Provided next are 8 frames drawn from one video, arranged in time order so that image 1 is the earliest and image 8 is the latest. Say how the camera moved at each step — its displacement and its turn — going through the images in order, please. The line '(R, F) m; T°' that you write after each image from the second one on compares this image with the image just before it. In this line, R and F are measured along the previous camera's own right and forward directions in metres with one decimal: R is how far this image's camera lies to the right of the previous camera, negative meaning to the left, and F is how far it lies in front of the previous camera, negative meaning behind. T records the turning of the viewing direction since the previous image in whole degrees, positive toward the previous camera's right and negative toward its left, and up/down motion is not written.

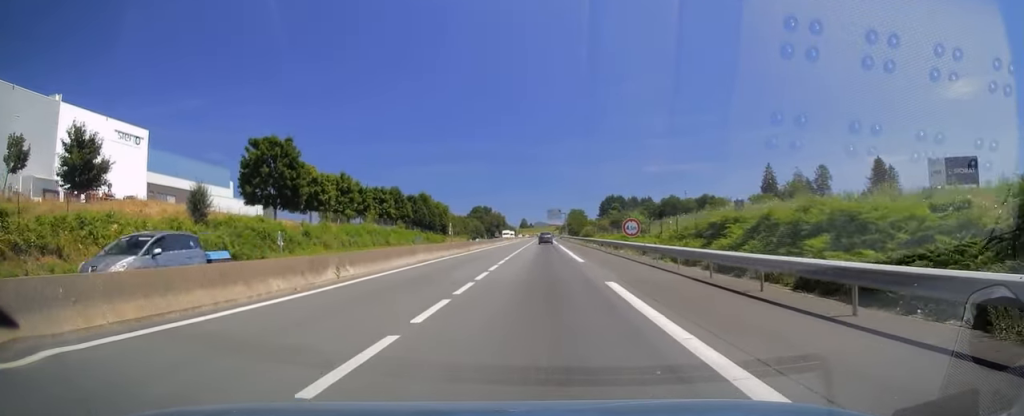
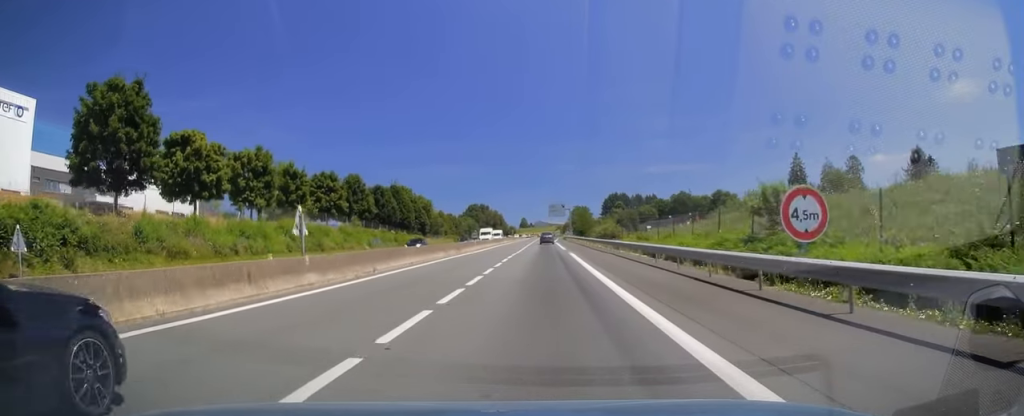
(+0.1, +27.9) m; +1°
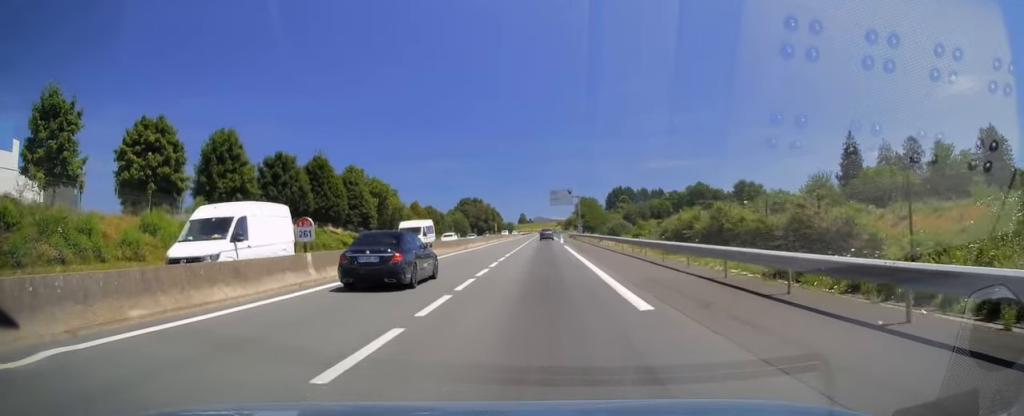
(0.0, +41.6) m; 0°
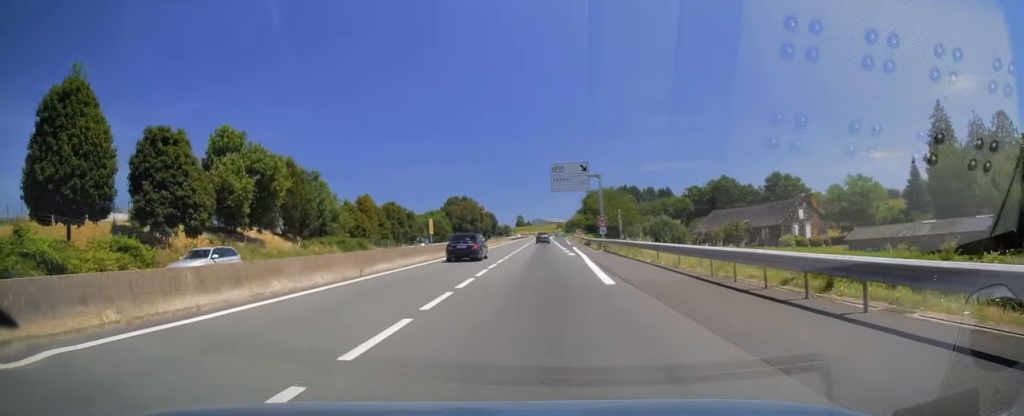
(-0.2, +47.1) m; 0°
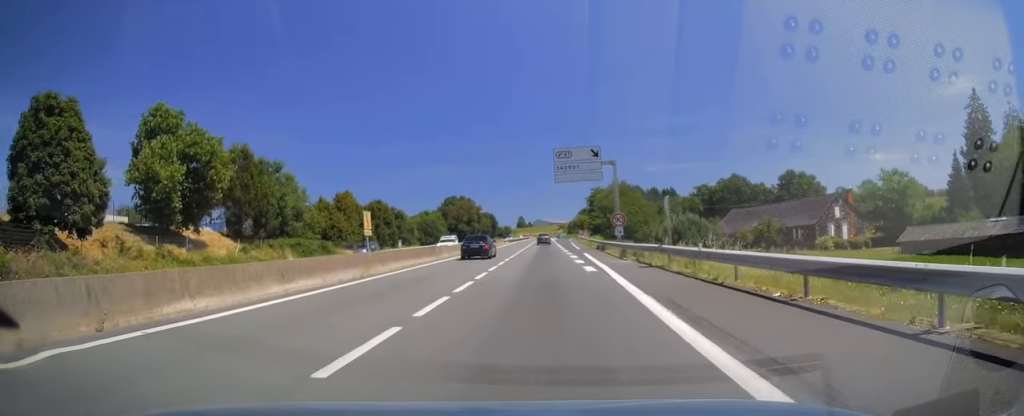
(0.0, +13.7) m; 0°
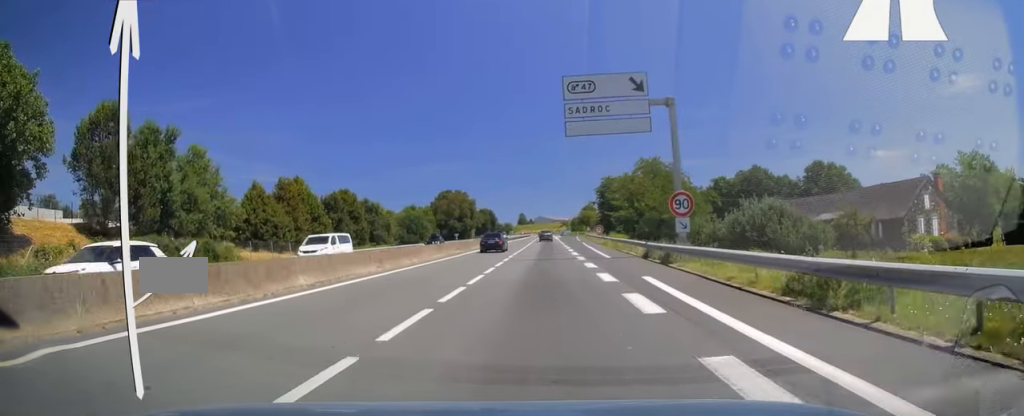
(0.0, +24.5) m; 0°
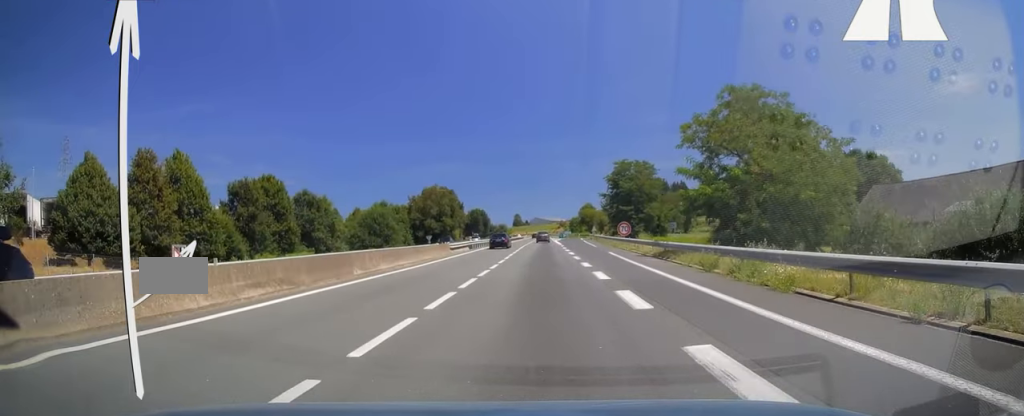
(0.0, +31.4) m; 0°
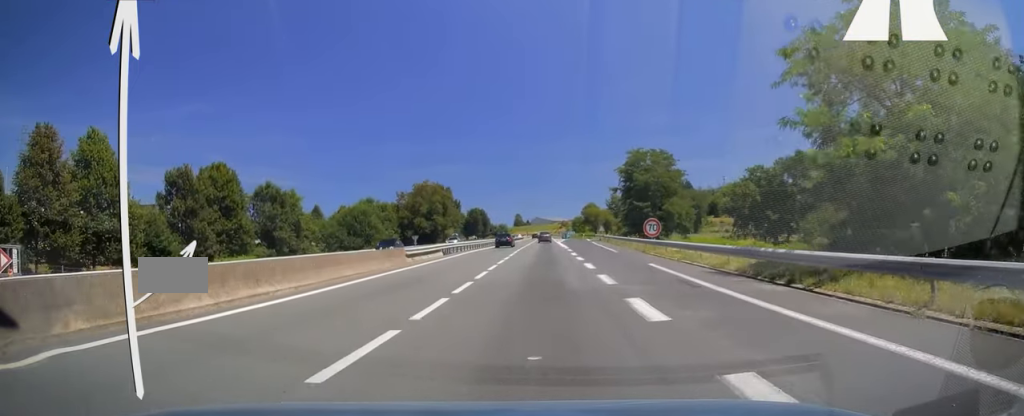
(0.0, +14.2) m; 0°
